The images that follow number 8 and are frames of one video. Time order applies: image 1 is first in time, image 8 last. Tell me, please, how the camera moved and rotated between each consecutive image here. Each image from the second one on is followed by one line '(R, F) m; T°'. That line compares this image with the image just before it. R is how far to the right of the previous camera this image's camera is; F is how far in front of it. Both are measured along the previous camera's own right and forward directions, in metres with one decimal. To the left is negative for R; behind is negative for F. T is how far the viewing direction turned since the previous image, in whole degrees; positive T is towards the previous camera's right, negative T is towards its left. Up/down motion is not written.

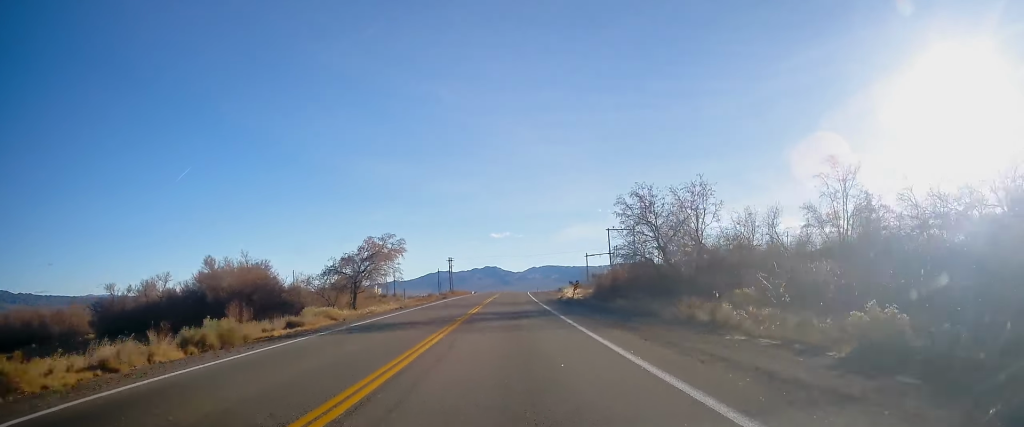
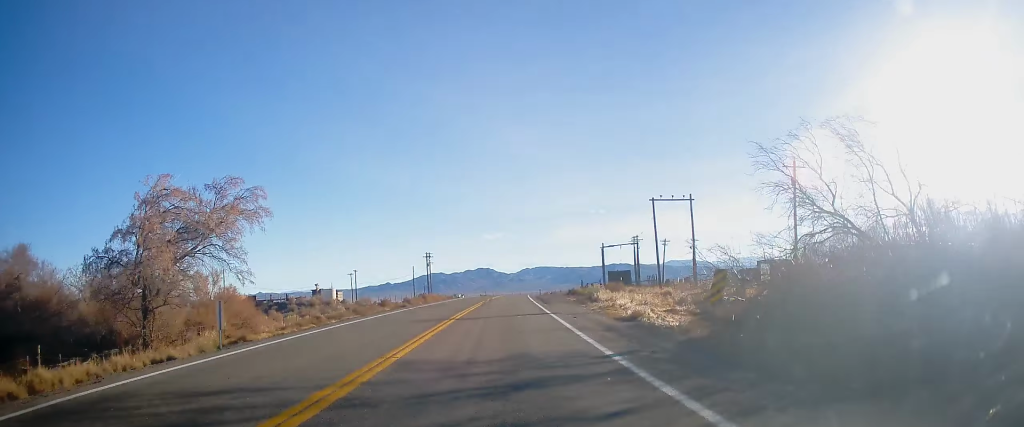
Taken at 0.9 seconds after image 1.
(+0.1, +31.7) m; 0°
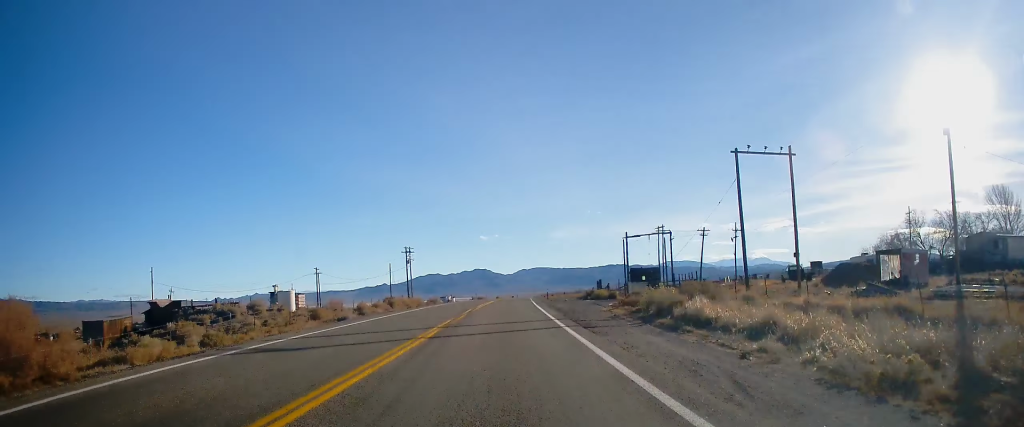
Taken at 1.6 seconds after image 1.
(+0.1, +22.6) m; 0°
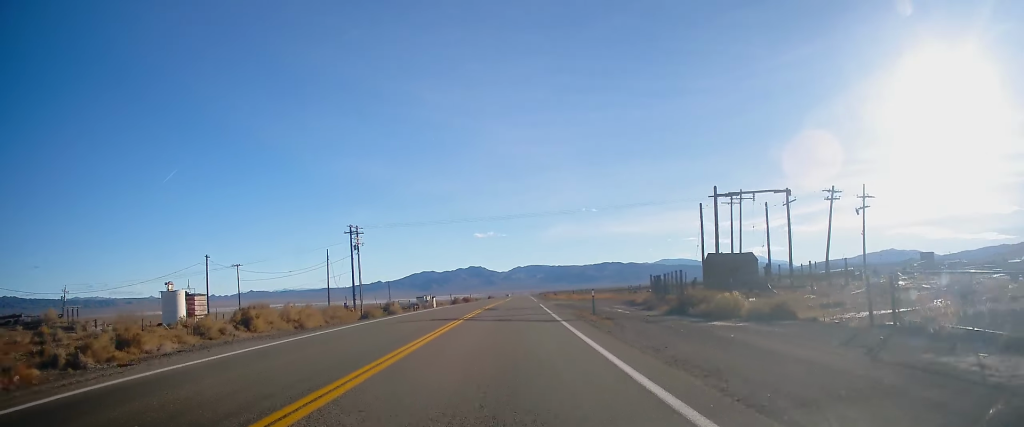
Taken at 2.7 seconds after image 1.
(0.0, +35.9) m; +1°
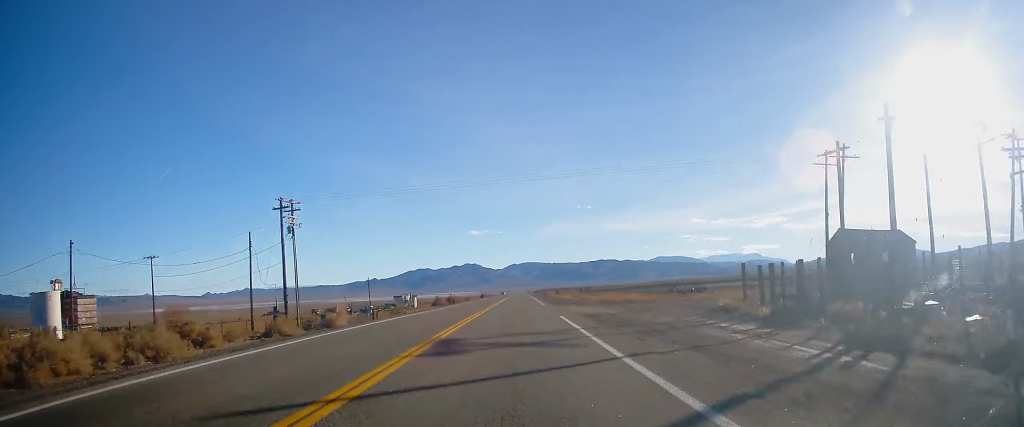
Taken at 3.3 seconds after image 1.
(+0.1, +22.3) m; +1°
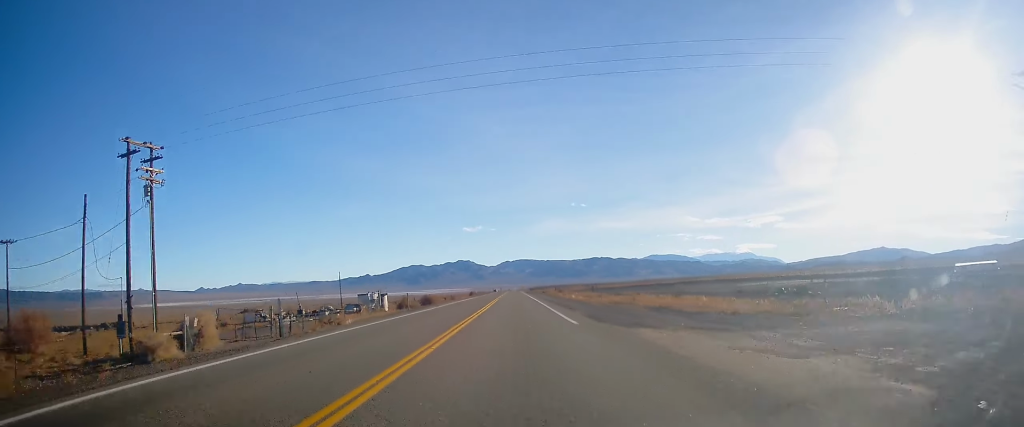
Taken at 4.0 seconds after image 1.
(+0.1, +23.4) m; +1°
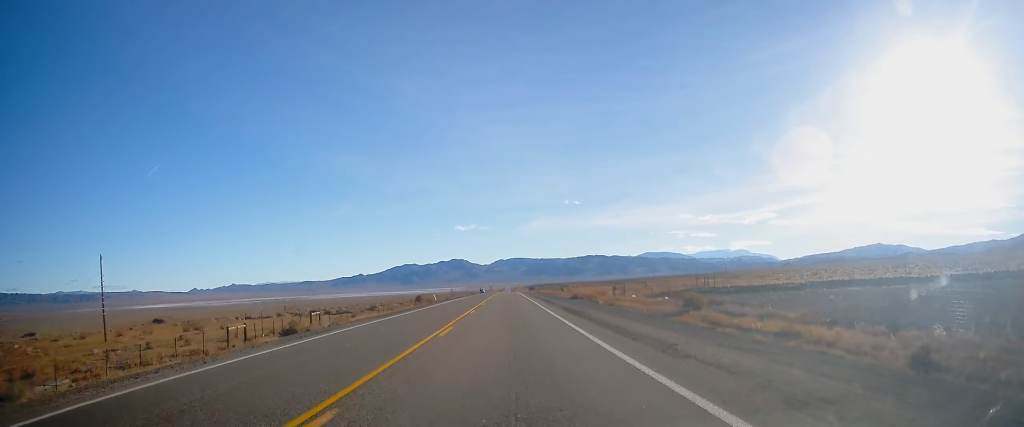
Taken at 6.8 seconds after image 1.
(+0.2, +91.4) m; 0°
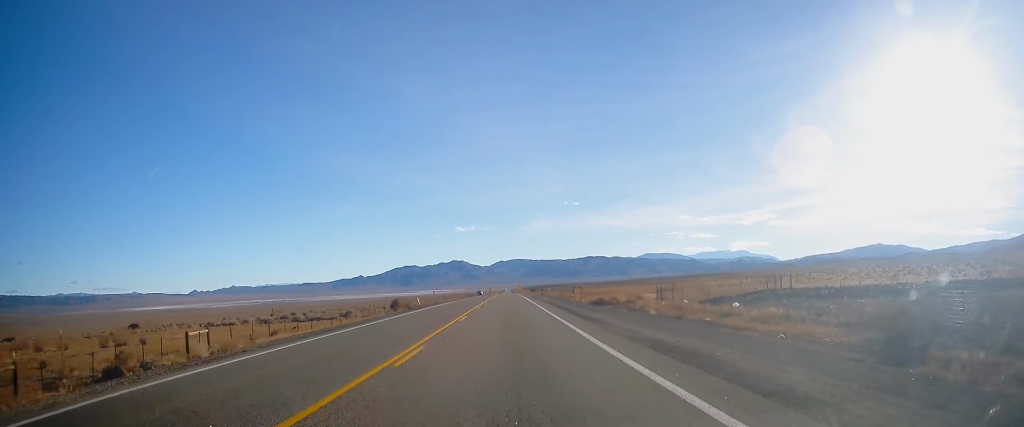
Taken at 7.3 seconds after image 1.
(-0.1, +17.7) m; 0°
